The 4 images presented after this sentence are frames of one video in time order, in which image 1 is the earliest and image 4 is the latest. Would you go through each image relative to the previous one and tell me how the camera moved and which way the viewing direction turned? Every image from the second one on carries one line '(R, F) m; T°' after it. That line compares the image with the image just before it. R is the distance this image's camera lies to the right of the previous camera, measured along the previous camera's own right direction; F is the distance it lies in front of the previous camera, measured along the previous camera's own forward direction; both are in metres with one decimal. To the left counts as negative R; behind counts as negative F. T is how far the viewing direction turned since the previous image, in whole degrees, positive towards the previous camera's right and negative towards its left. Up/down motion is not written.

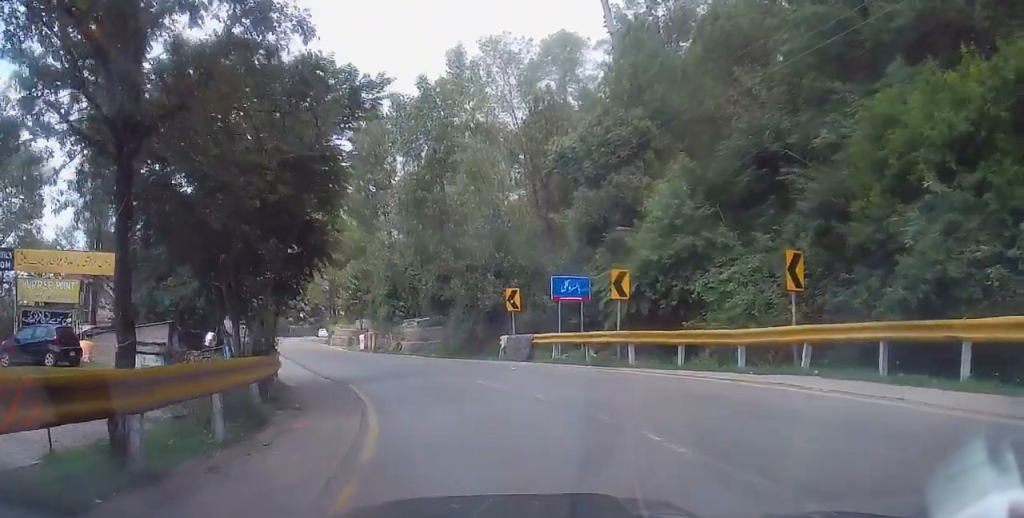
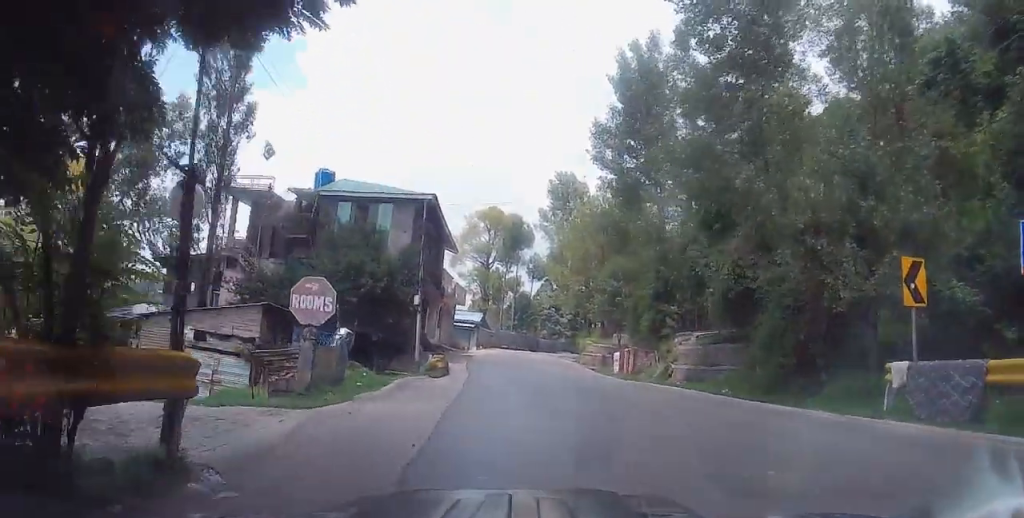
(-1.7, +14.1) m; -23°
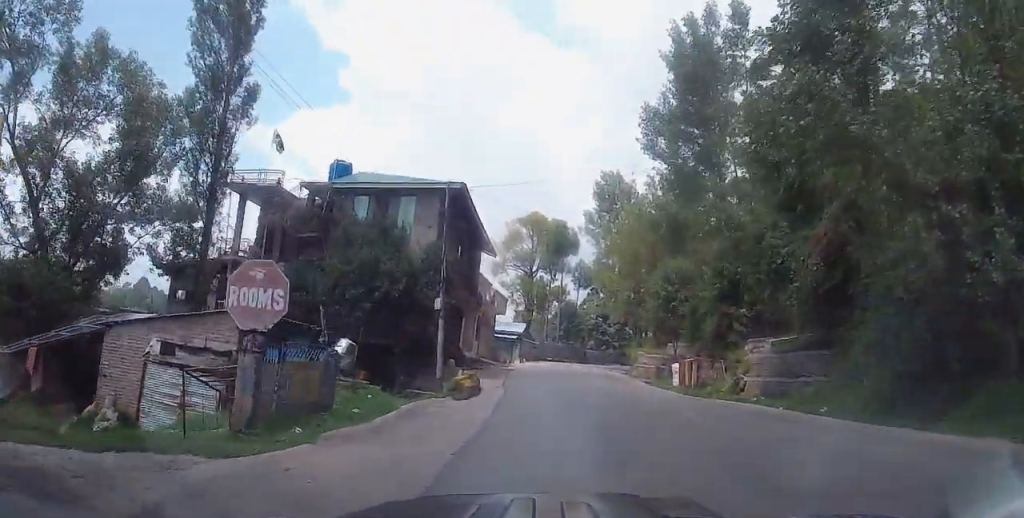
(-0.1, +3.7) m; -2°
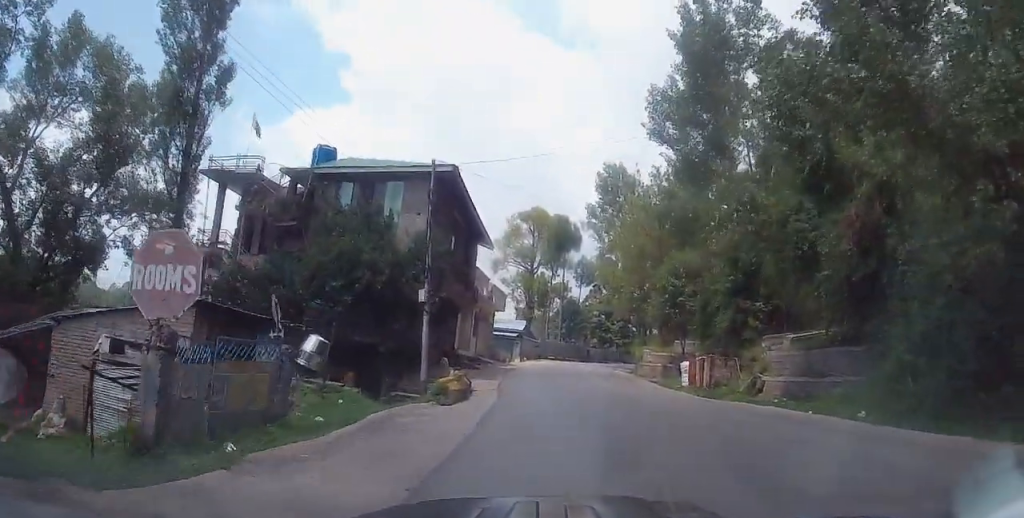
(0.0, +2.1) m; 0°
